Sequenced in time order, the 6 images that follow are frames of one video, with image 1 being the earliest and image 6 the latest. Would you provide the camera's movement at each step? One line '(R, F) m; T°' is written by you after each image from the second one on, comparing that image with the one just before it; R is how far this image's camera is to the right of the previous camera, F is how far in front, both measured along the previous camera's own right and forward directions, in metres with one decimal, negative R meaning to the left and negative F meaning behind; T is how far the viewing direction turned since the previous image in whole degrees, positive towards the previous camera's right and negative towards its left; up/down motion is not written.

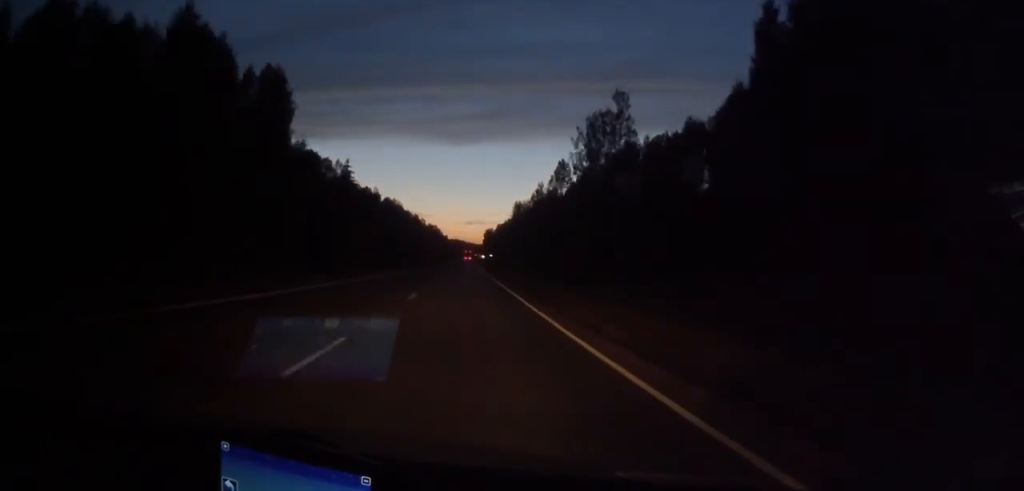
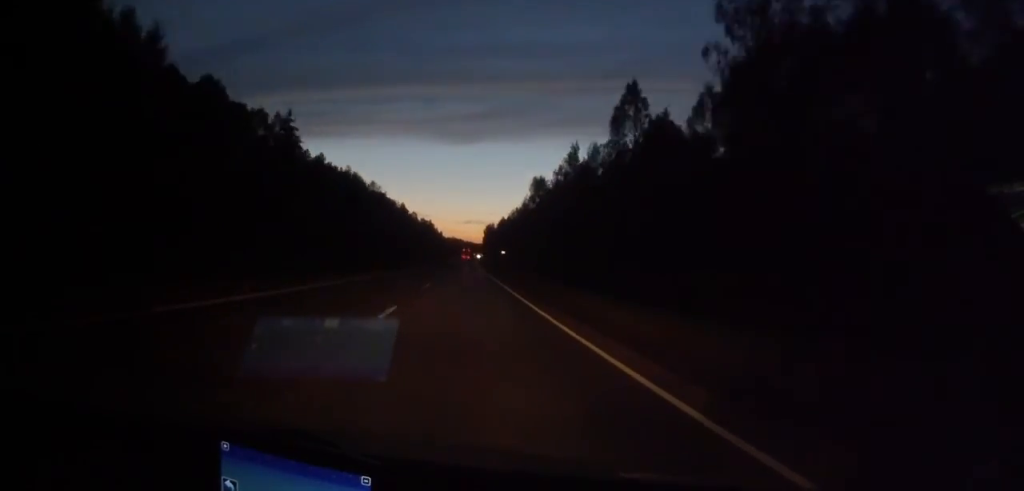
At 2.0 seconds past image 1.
(-0.2, +53.8) m; 0°
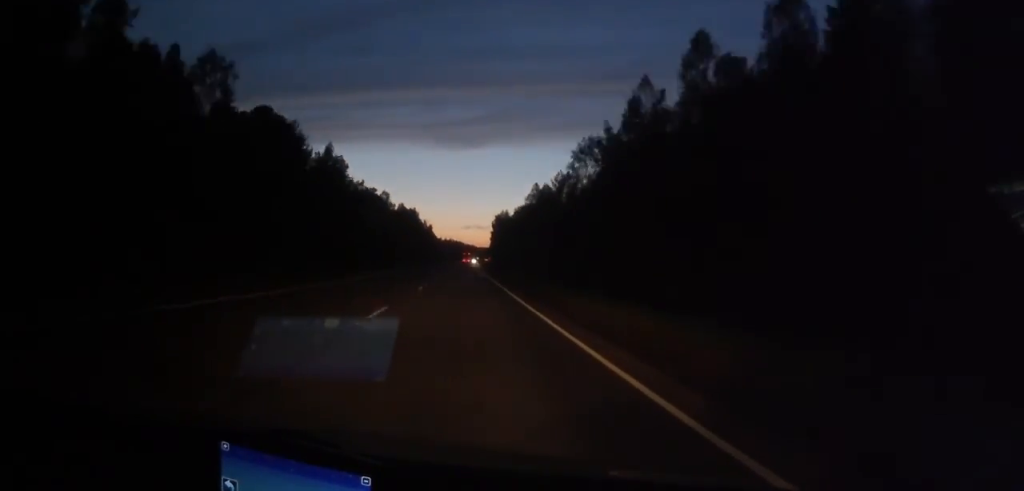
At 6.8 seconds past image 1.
(+0.5, +131.2) m; 0°
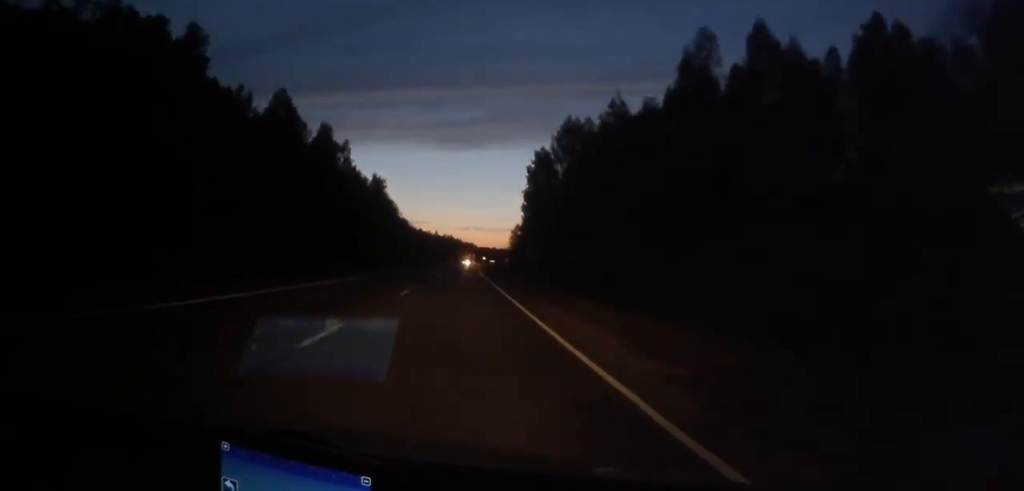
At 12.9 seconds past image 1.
(+0.1, +170.0) m; 0°
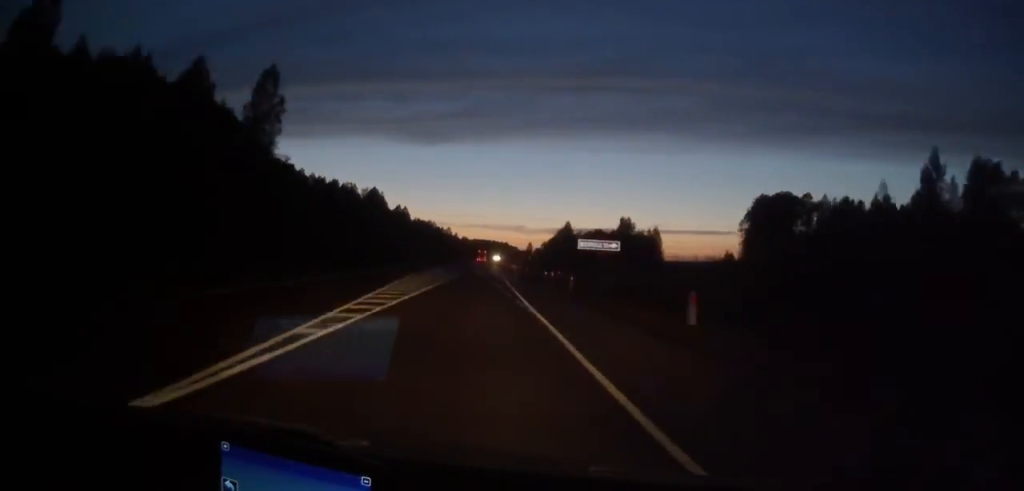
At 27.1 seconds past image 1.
(+8.5, +390.4) m; +4°
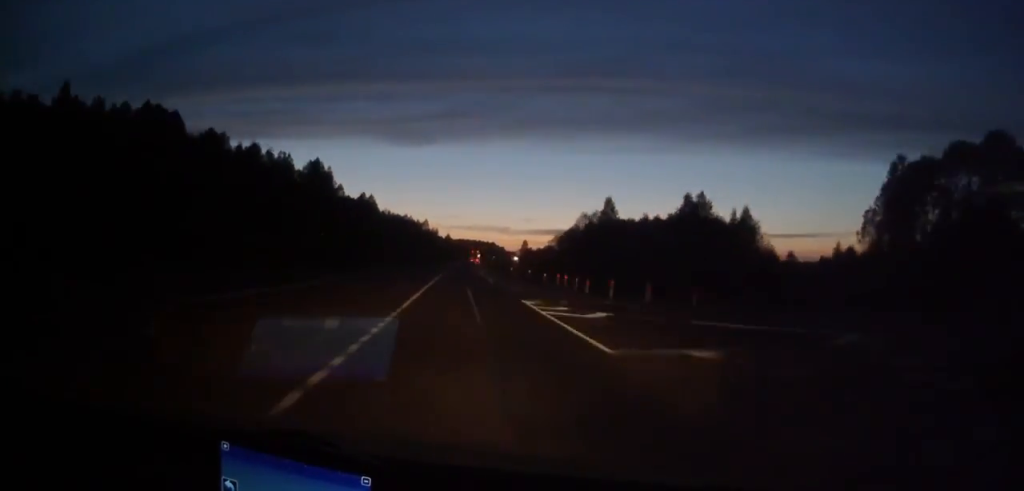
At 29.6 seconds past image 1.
(+0.2, +69.2) m; +1°
